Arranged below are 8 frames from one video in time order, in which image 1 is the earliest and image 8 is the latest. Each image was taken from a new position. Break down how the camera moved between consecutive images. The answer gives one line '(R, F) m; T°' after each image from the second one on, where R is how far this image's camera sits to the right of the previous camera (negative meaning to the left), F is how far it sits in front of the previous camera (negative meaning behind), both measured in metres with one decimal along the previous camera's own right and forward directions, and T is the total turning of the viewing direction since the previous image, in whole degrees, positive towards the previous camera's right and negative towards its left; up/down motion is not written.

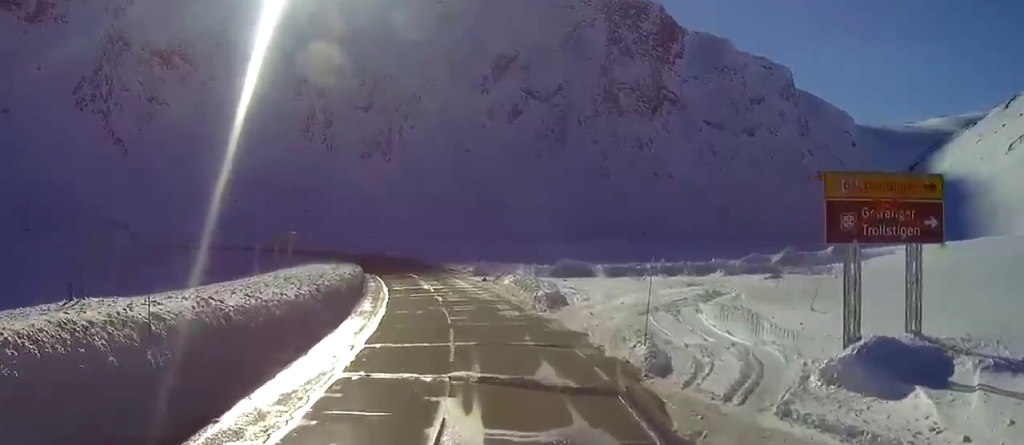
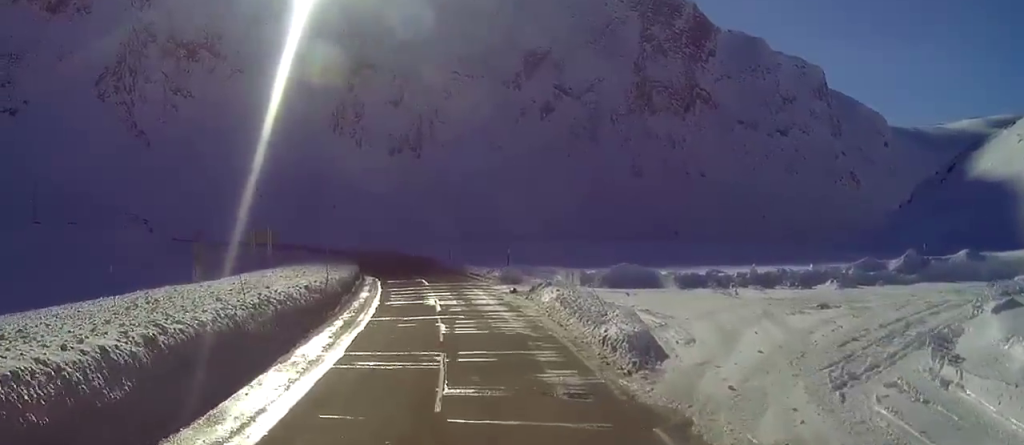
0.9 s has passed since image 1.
(-1.1, +19.0) m; -4°
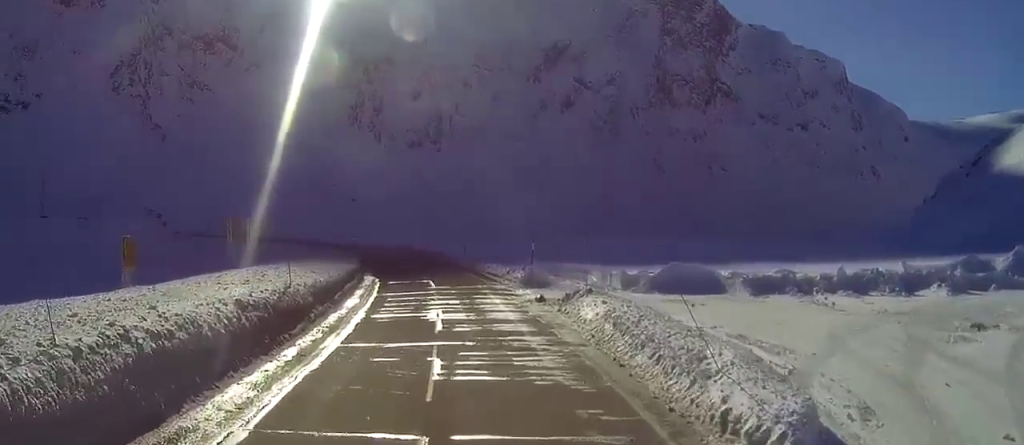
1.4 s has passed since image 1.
(0.0, +11.4) m; 0°
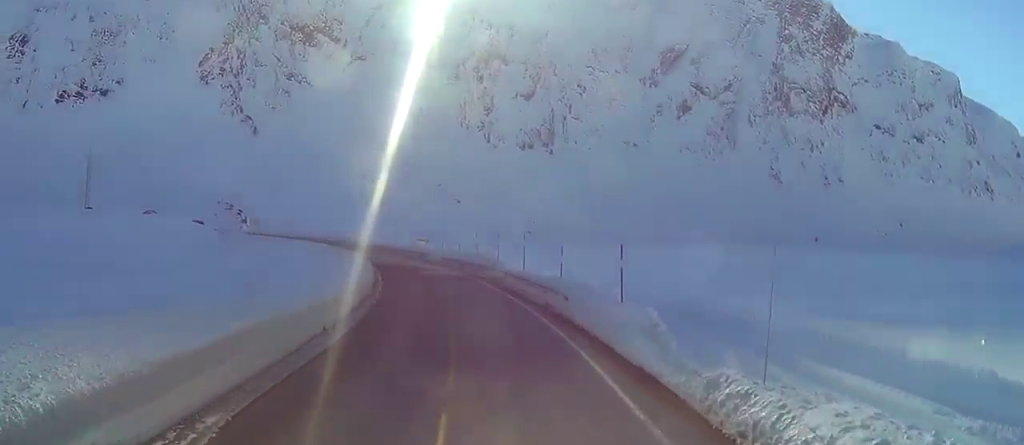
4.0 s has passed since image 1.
(-0.5, +57.1) m; -4°
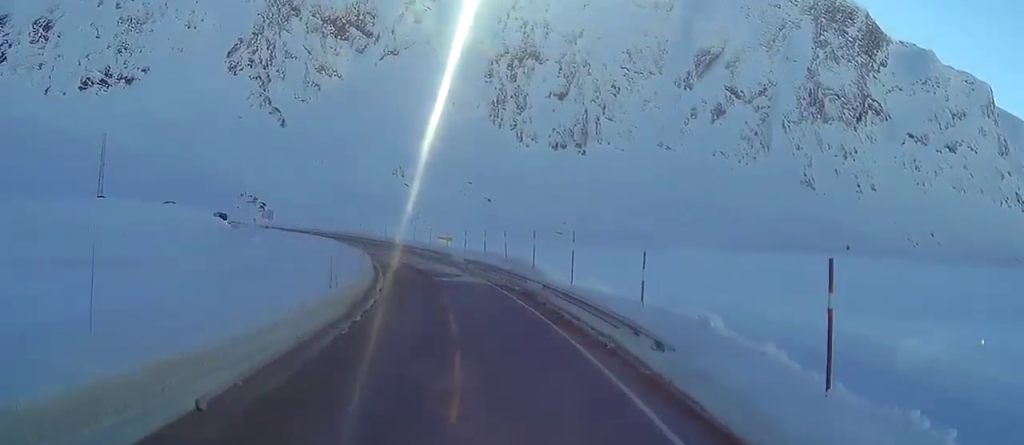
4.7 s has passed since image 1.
(-0.5, +15.4) m; -3°
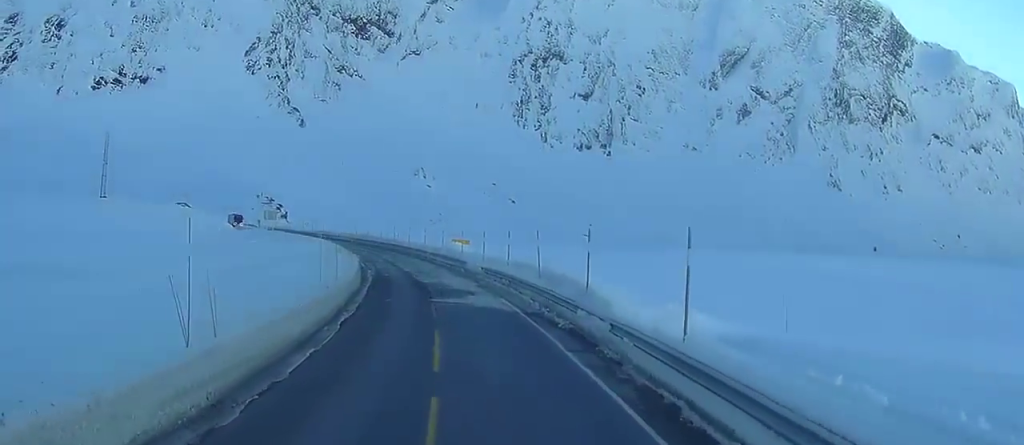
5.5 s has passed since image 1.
(-0.4, +18.4) m; -3°
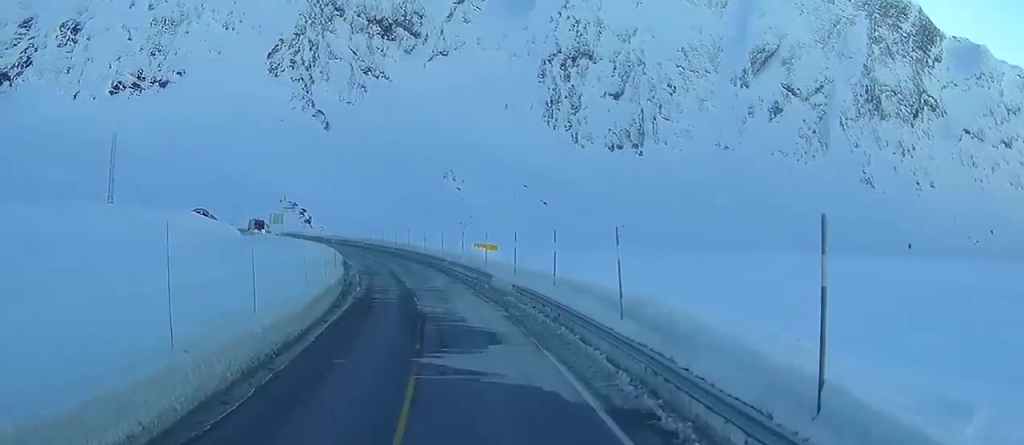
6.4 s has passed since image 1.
(-0.5, +19.4) m; -3°
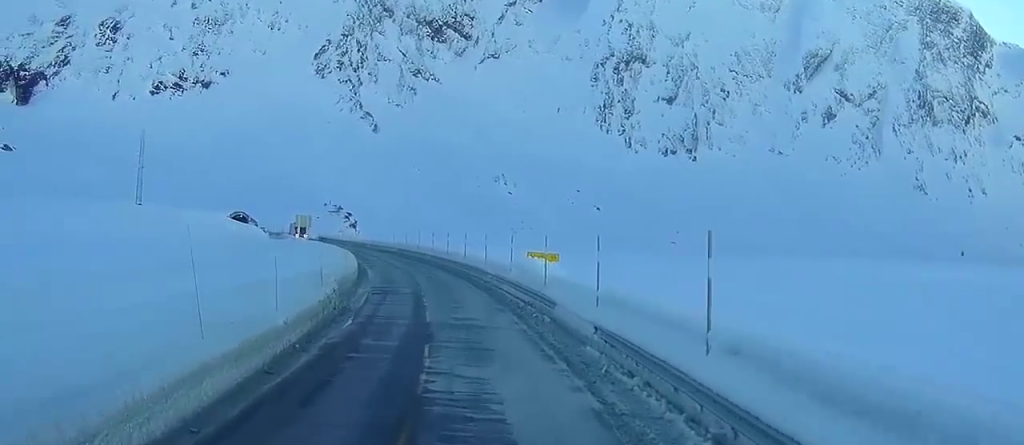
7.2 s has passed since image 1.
(-0.4, +18.1) m; -2°
